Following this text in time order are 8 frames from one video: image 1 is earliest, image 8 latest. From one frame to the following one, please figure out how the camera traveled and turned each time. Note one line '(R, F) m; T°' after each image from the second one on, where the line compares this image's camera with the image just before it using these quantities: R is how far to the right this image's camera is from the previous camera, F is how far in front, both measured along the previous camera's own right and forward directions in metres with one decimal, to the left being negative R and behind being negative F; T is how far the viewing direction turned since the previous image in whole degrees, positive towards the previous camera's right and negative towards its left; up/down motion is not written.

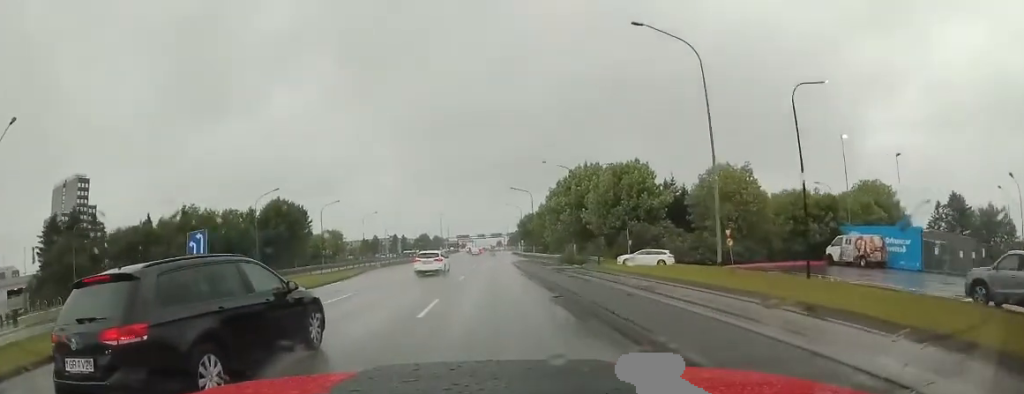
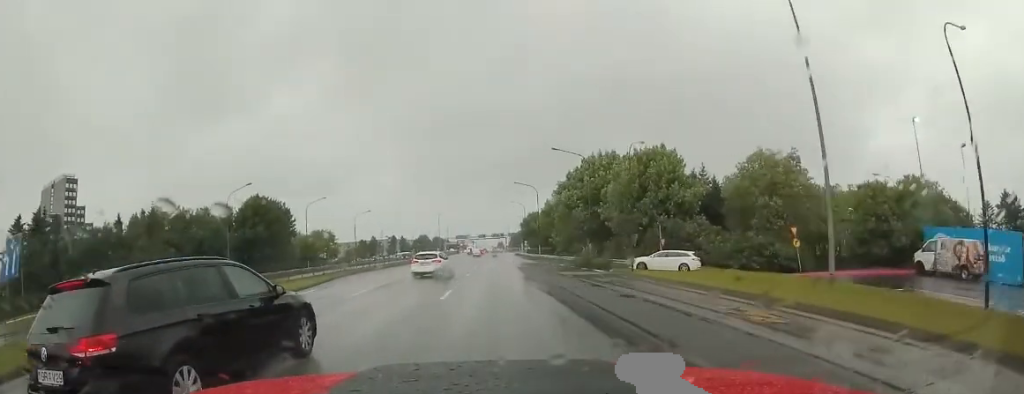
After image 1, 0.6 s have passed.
(-0.4, +8.2) m; +2°
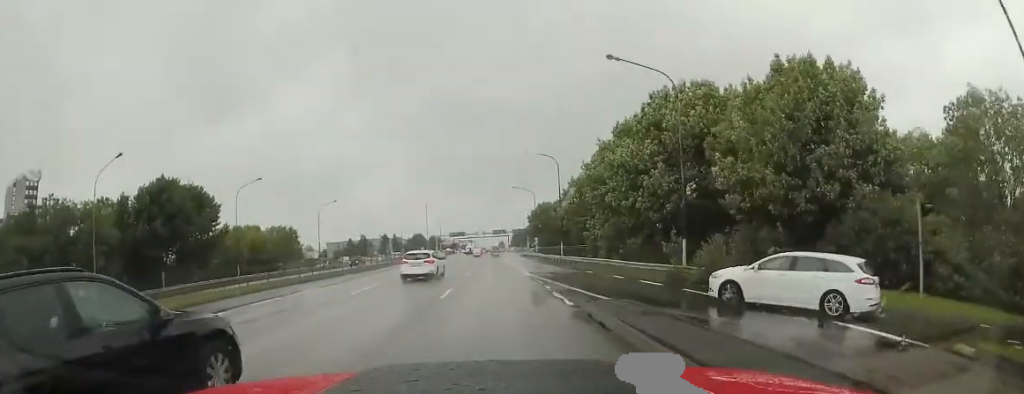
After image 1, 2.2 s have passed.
(+1.3, +23.7) m; +1°
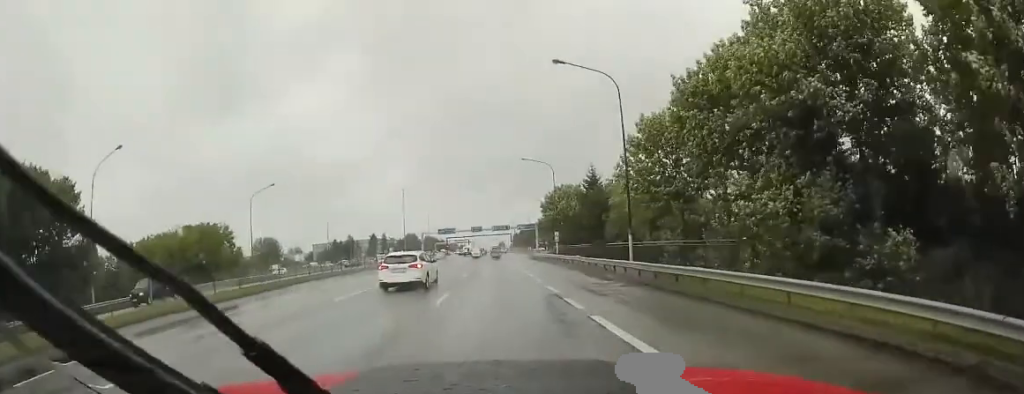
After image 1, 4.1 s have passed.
(-0.5, +25.6) m; -1°
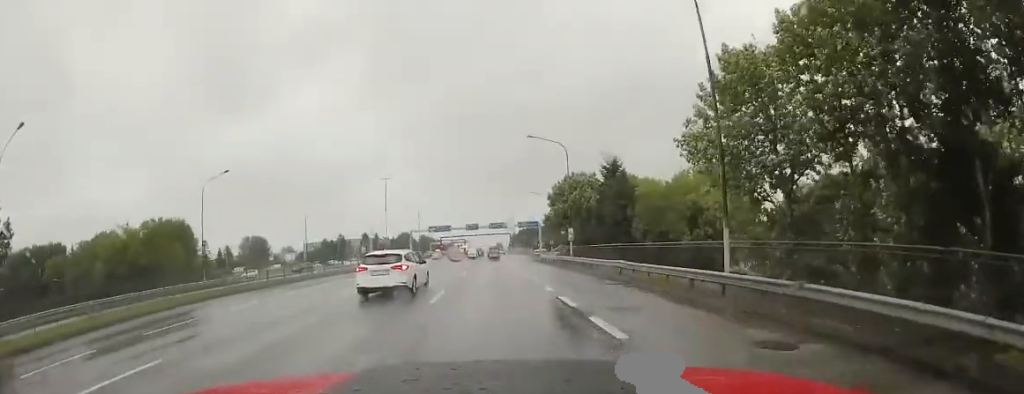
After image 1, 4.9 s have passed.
(+0.1, +11.2) m; +1°
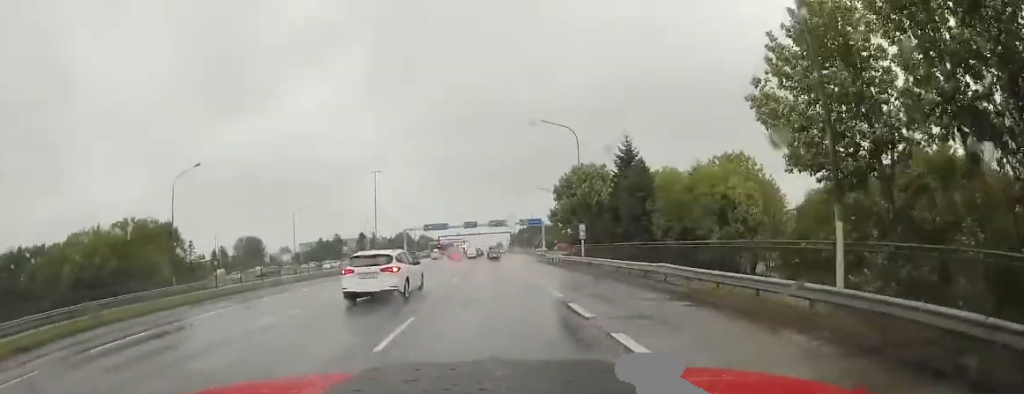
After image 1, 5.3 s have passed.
(+0.1, +5.6) m; +1°
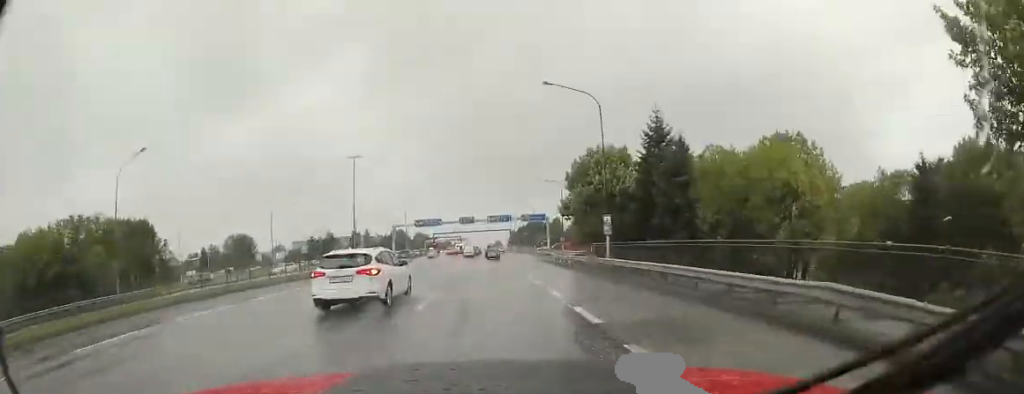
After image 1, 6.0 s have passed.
(+0.1, +8.5) m; +1°
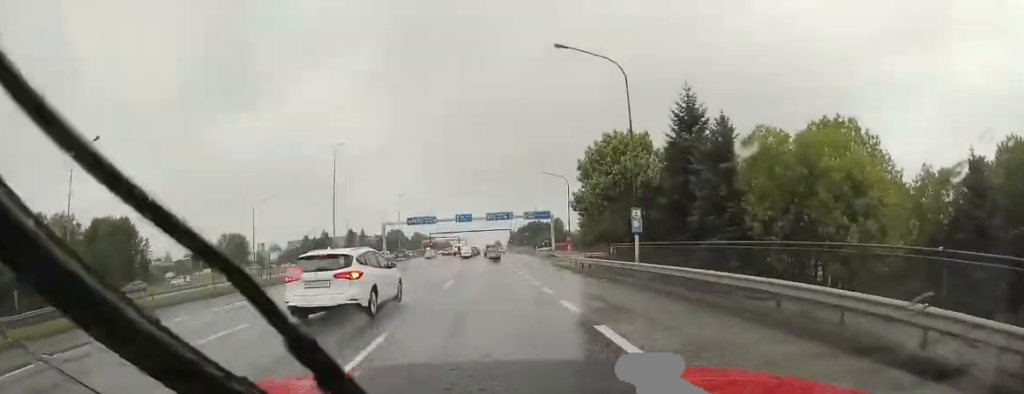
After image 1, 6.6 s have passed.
(-0.1, +6.3) m; +1°
